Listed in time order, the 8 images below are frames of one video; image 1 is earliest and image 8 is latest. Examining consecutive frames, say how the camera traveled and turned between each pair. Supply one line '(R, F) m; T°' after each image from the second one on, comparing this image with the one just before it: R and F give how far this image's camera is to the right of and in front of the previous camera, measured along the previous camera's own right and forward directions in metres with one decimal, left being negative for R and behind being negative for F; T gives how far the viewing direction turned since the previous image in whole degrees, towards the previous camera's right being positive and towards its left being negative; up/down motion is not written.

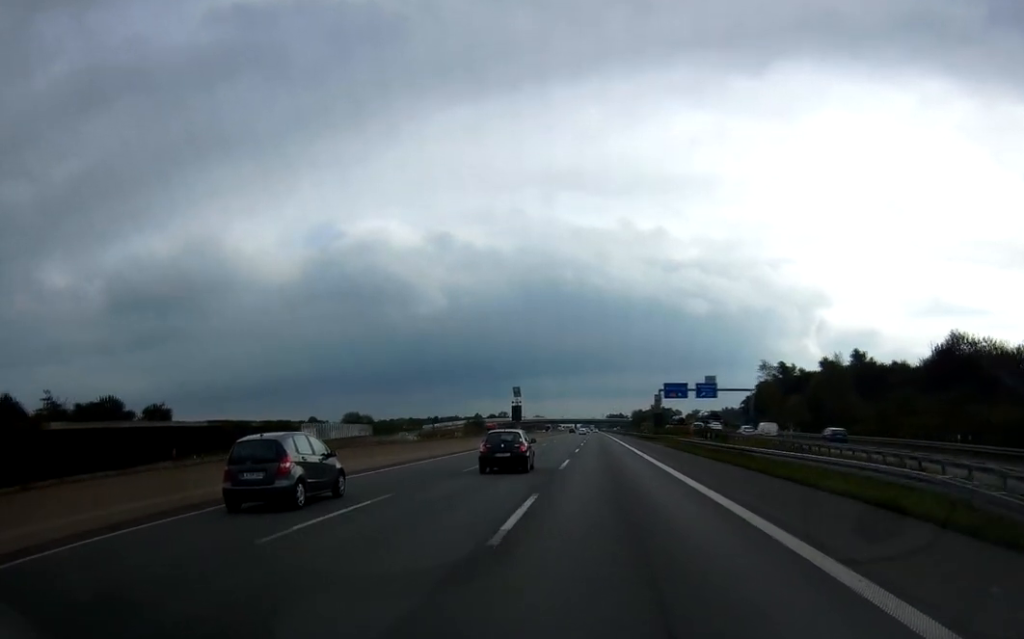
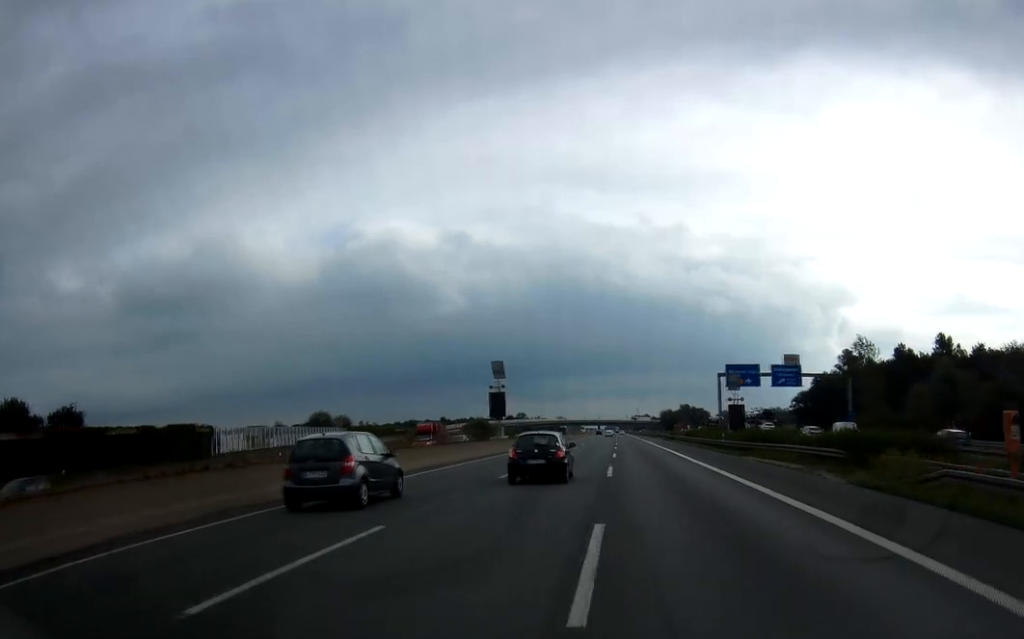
(-0.4, +42.2) m; -1°
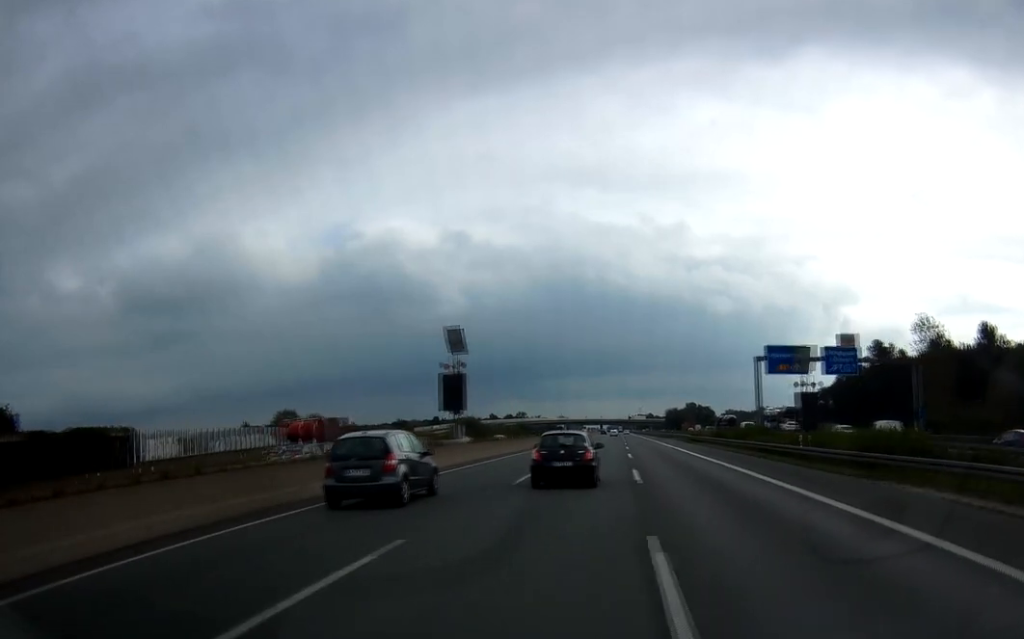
(0.0, +20.3) m; 0°
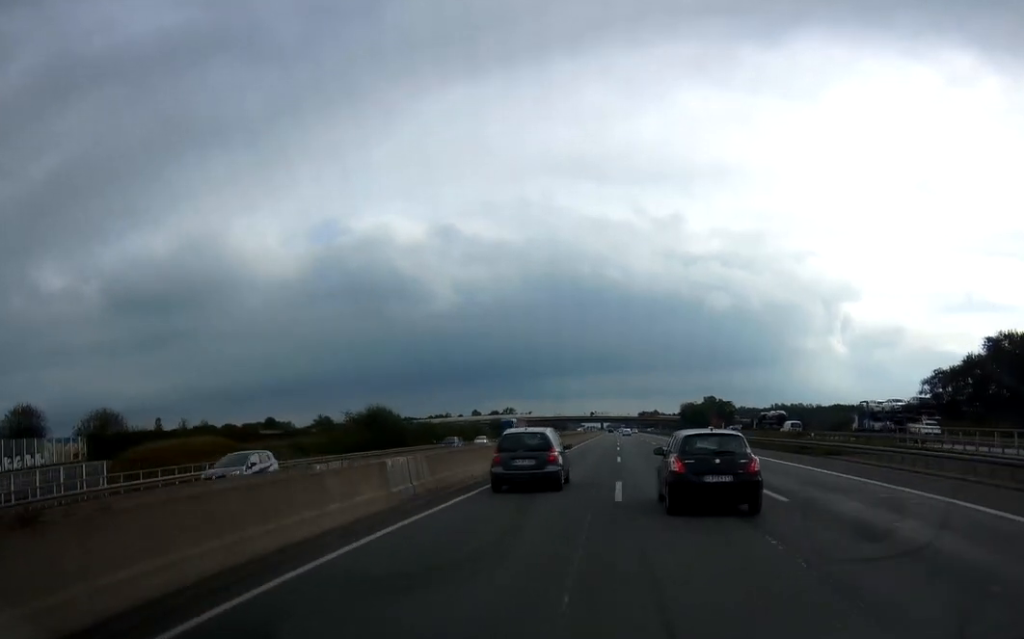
(-0.8, +78.7) m; -1°
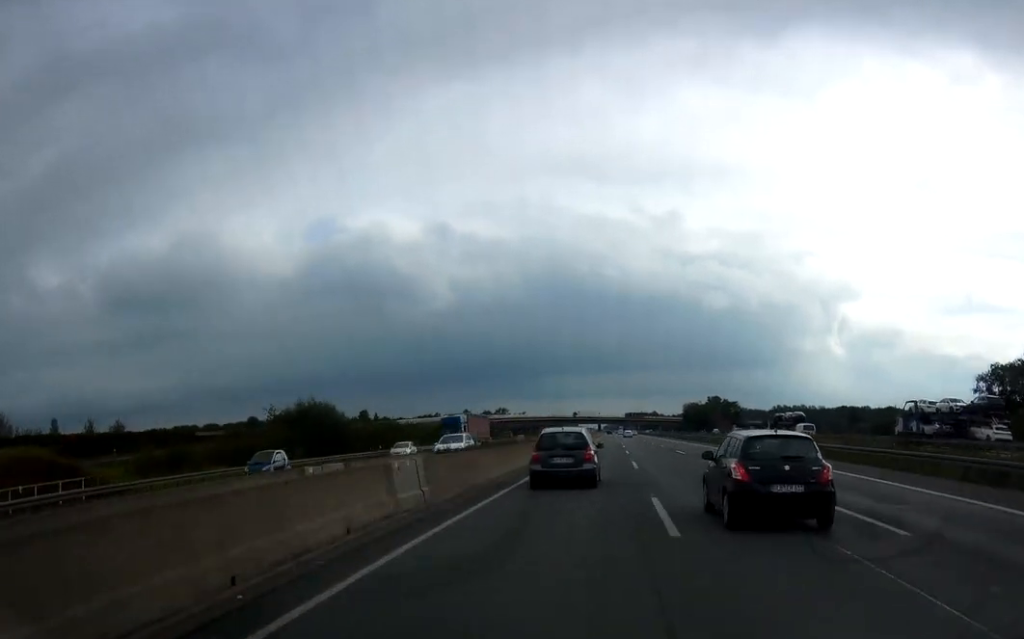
(0.0, +22.1) m; 0°
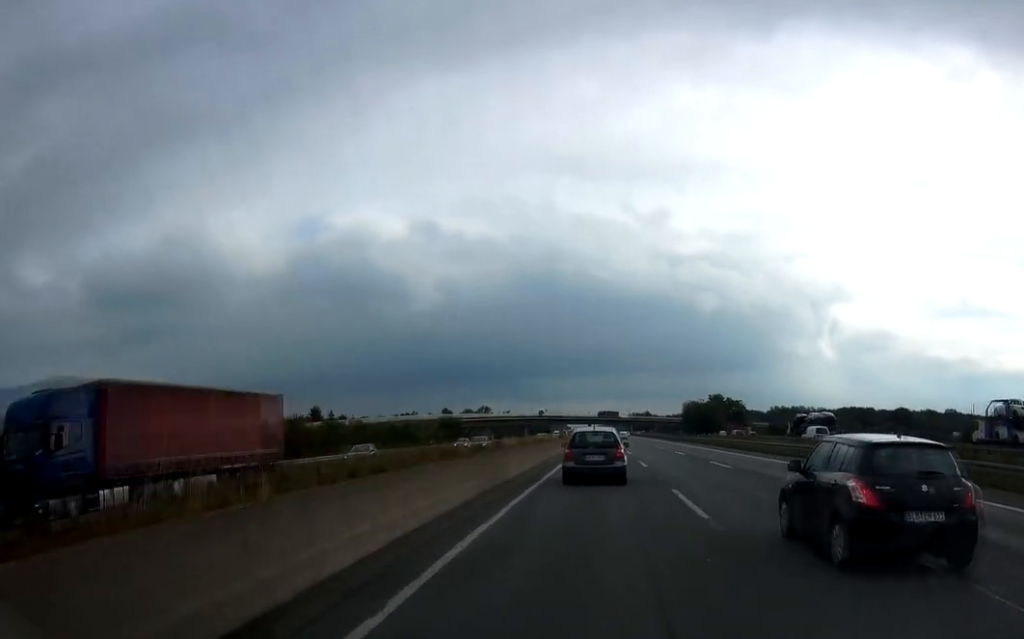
(+0.1, +33.9) m; 0°
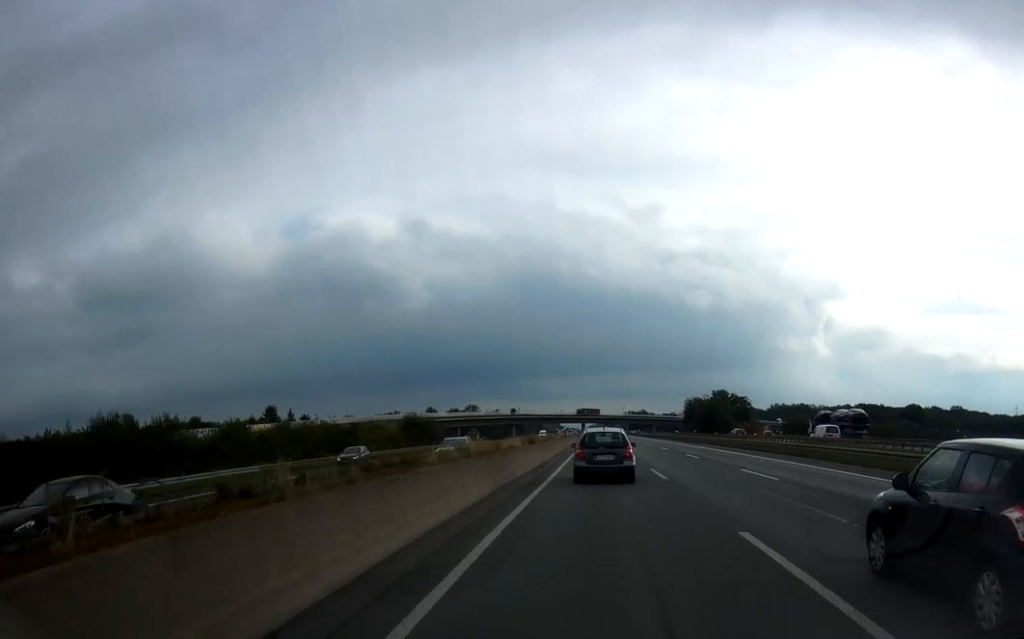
(+0.1, +24.6) m; 0°
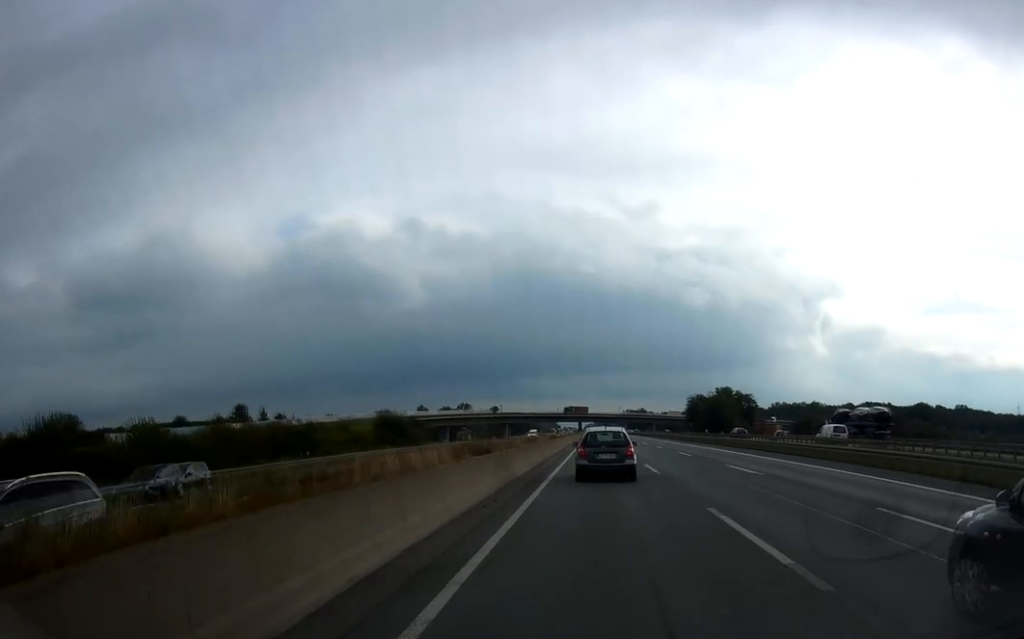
(-0.2, +14.6) m; 0°
